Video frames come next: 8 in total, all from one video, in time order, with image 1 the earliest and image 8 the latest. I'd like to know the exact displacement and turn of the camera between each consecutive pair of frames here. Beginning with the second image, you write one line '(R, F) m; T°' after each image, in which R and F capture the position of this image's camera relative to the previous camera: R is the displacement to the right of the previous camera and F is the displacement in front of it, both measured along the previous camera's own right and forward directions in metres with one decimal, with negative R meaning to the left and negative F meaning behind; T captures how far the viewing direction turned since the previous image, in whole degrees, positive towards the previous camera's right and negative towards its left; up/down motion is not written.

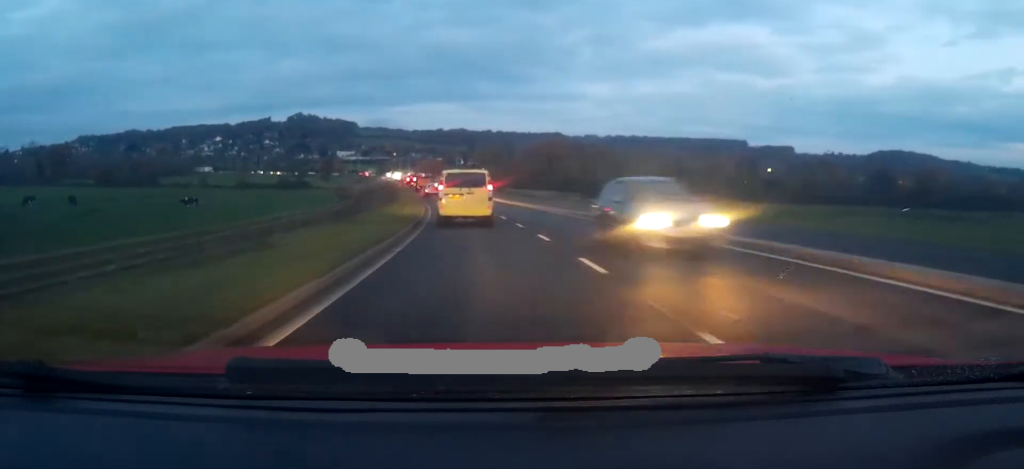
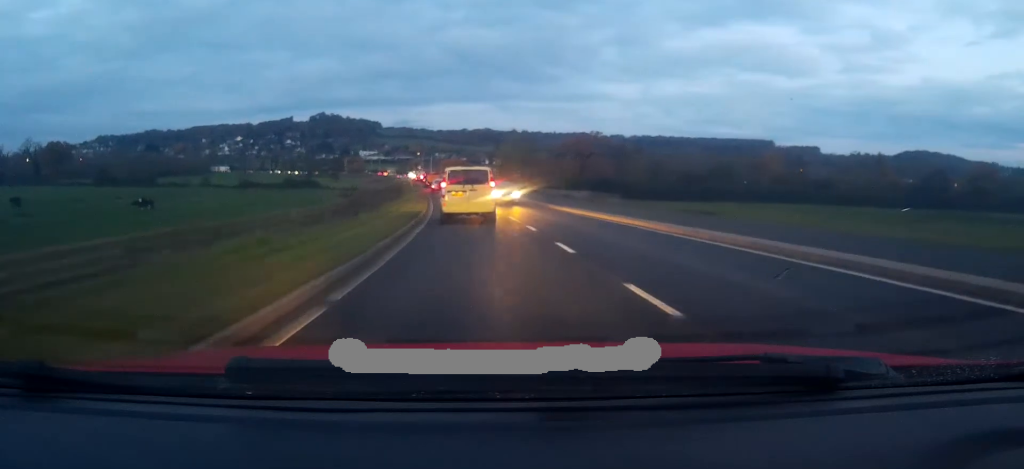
(-0.2, +15.5) m; -2°
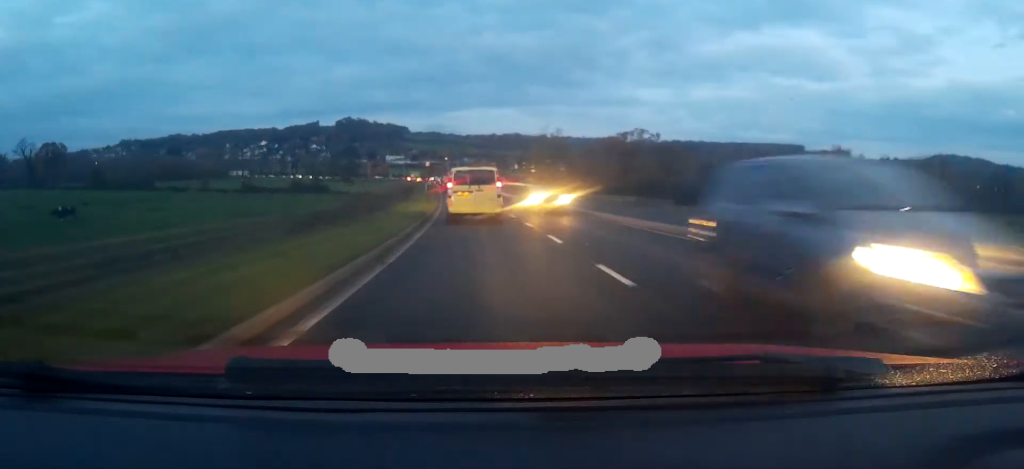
(-0.3, +16.0) m; -2°
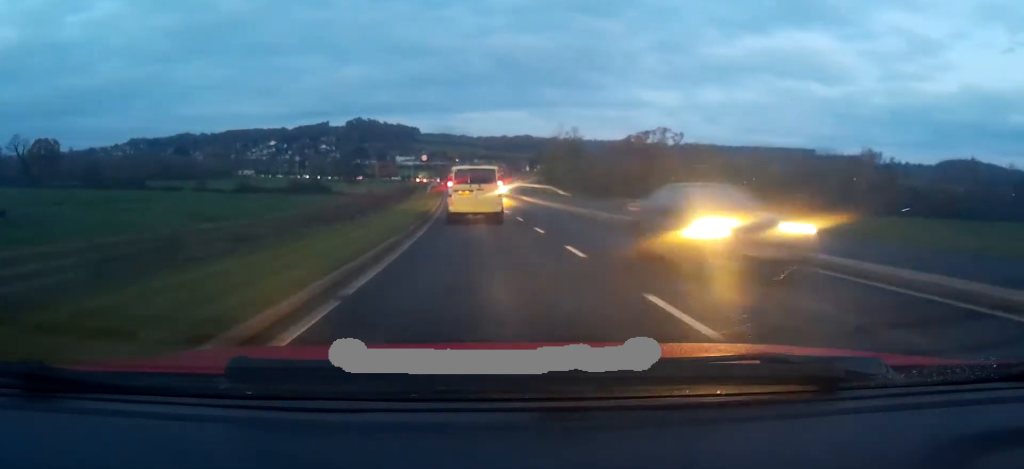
(0.0, +8.7) m; -1°
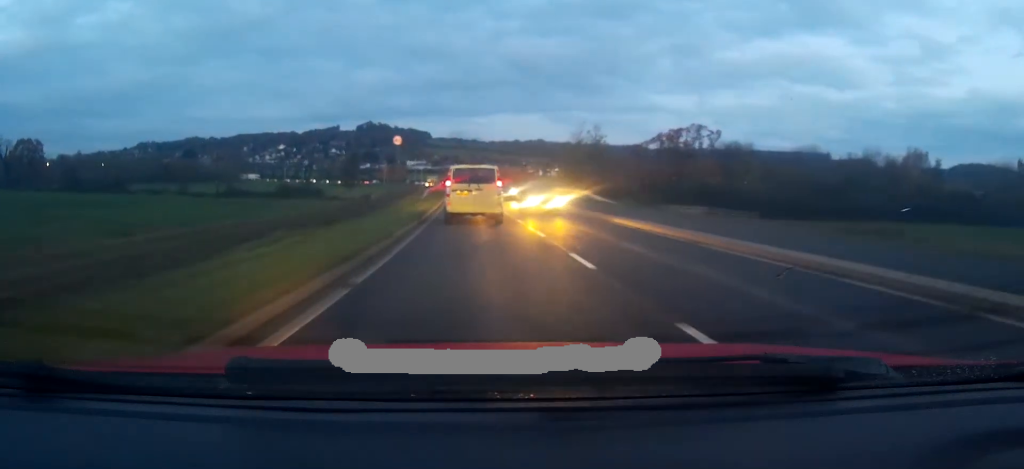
(-0.3, +13.4) m; -1°
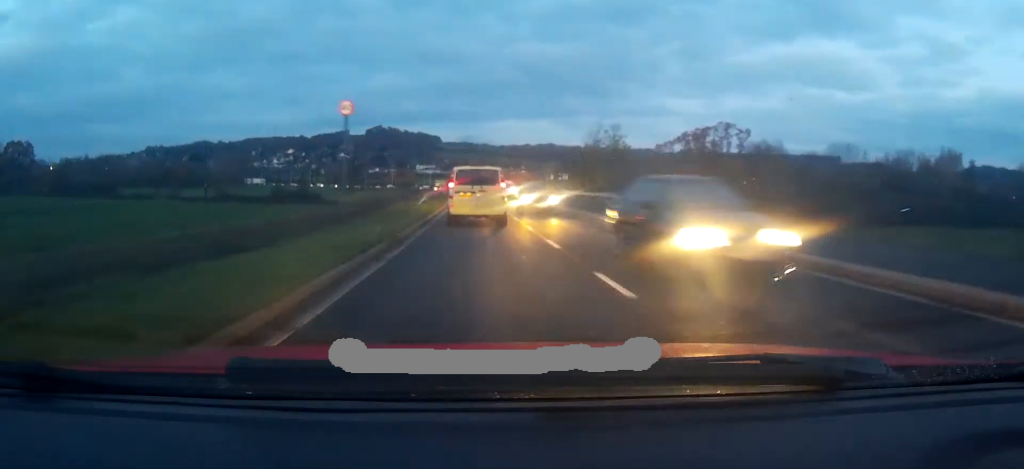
(0.0, +8.5) m; -1°
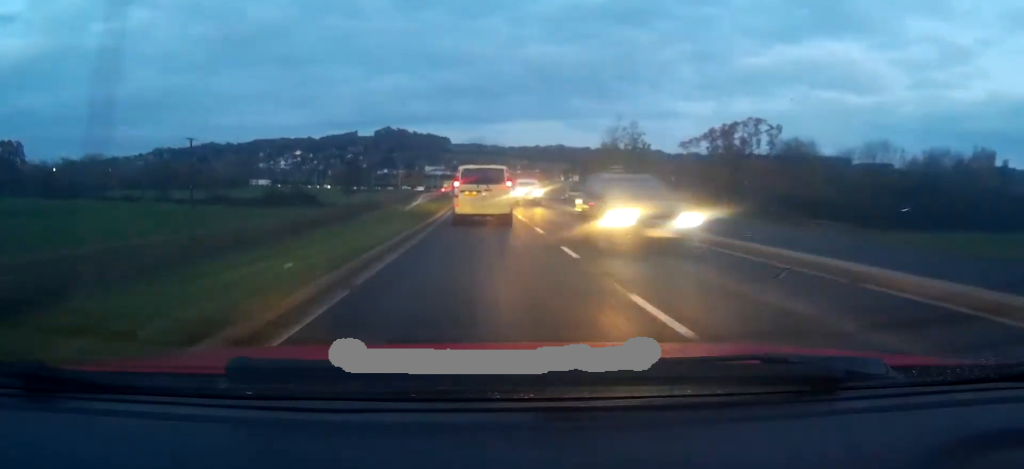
(-0.1, +7.9) m; 0°
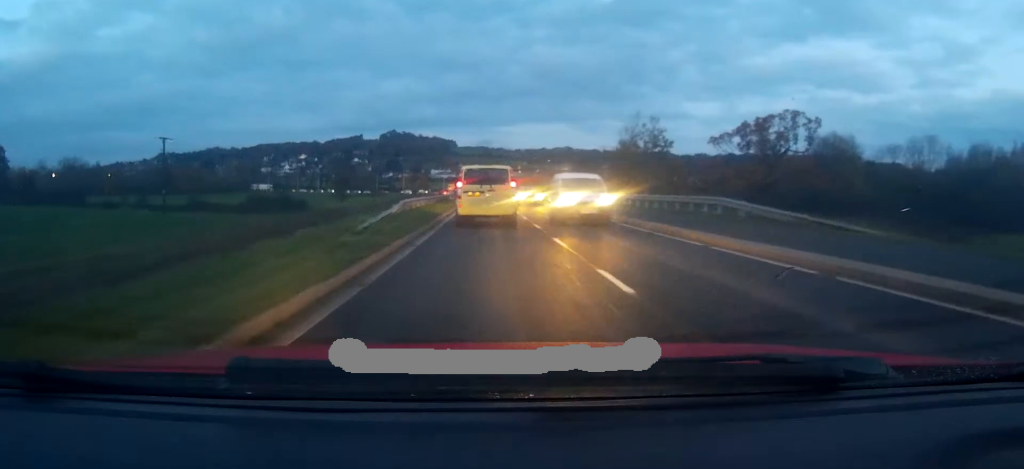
(-0.1, +9.9) m; 0°
